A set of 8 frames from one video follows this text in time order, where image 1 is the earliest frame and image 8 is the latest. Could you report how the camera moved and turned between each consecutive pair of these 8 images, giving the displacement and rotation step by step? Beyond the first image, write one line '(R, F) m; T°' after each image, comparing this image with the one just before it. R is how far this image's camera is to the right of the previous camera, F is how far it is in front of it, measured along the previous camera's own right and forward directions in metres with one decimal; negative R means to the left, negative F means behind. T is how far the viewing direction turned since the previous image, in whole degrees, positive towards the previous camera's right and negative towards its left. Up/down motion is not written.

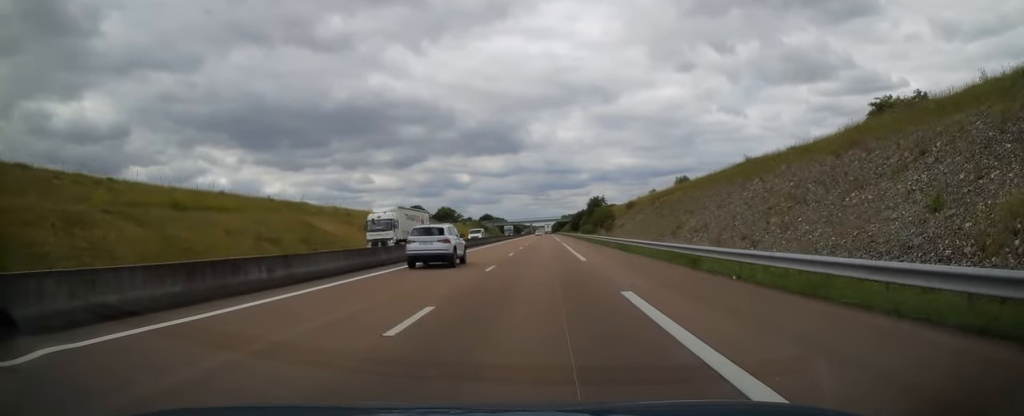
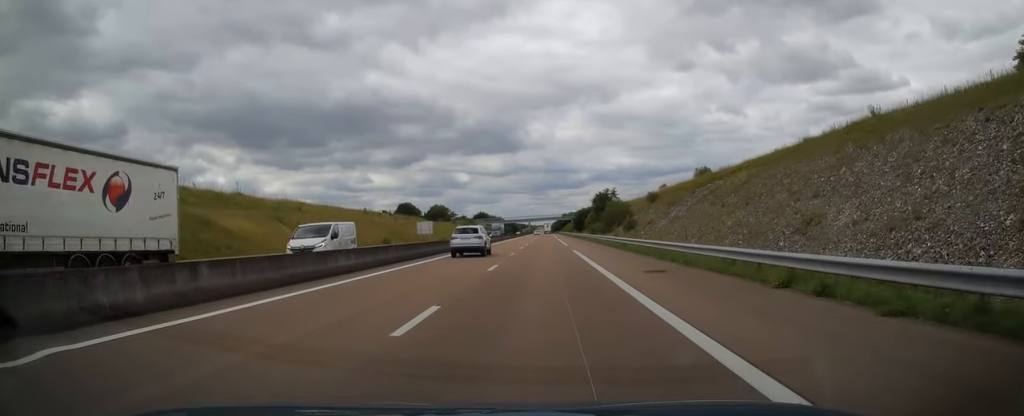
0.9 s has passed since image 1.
(0.0, +25.9) m; 0°
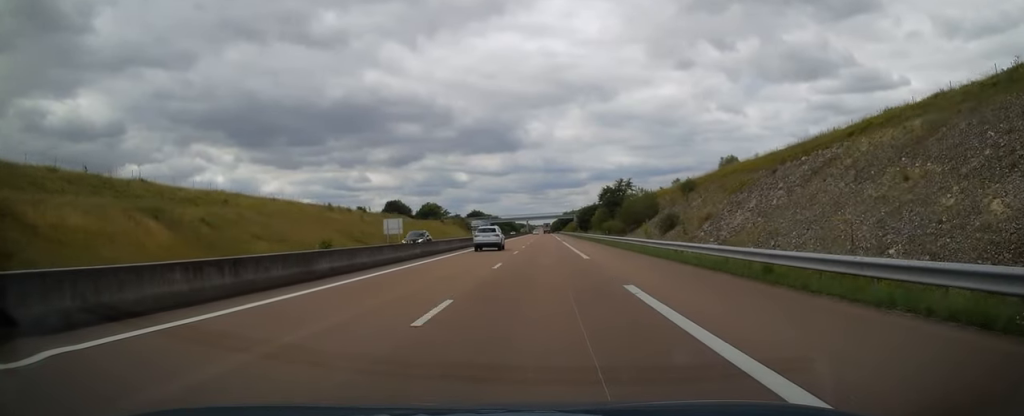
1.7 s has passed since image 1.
(0.0, +24.9) m; 0°
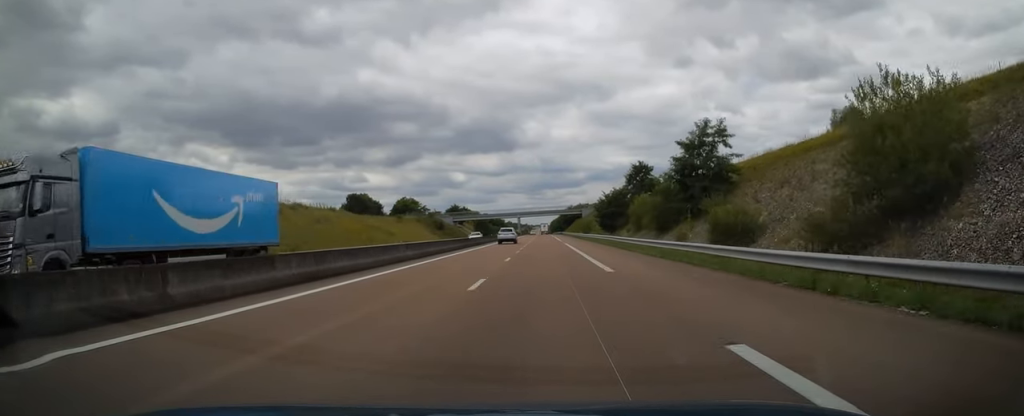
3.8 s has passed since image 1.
(-0.1, +59.0) m; 0°
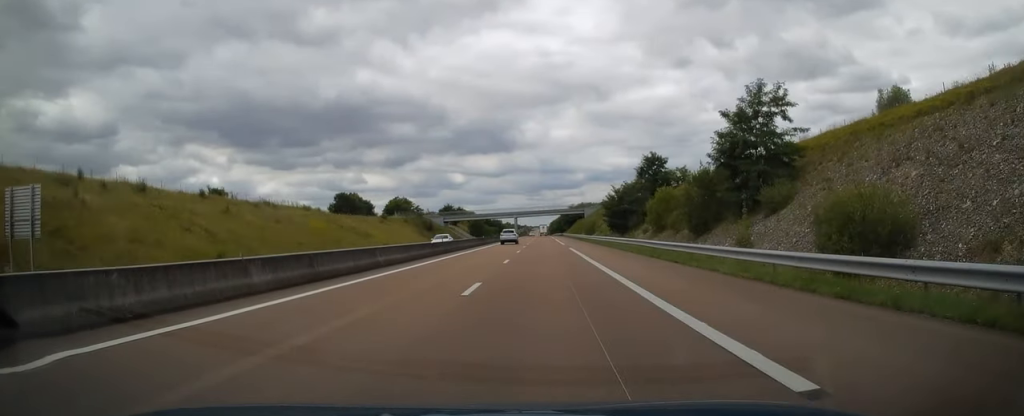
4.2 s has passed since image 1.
(0.0, +13.6) m; 0°
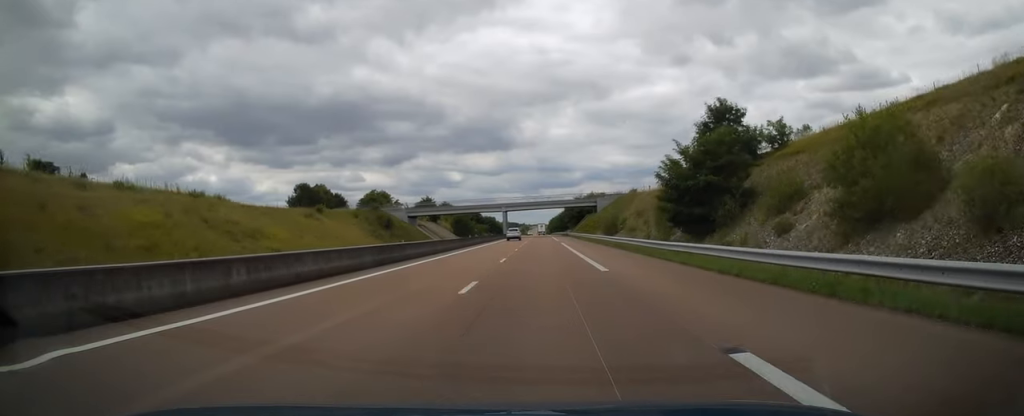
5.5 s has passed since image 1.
(+0.4, +38.5) m; +1°
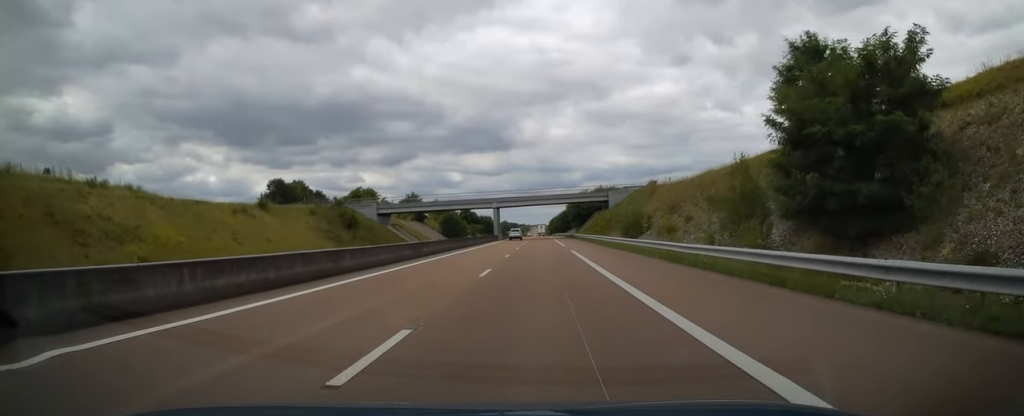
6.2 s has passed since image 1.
(+0.1, +20.5) m; 0°
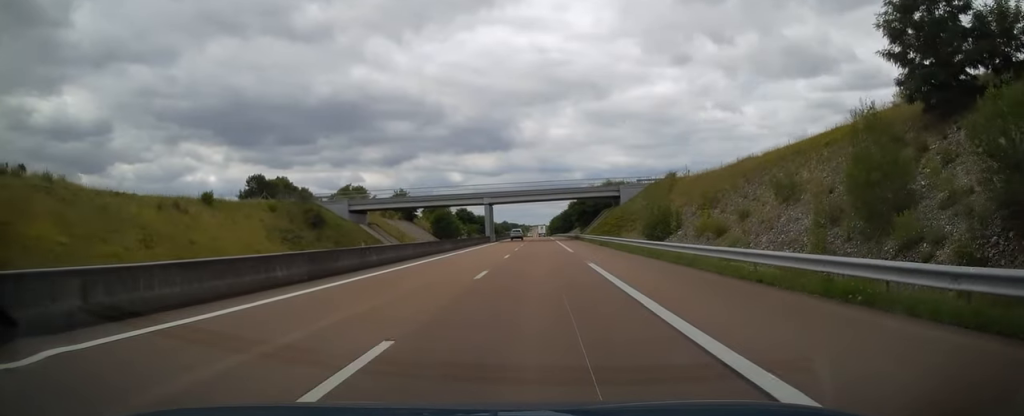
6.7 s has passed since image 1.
(-0.1, +13.7) m; 0°
